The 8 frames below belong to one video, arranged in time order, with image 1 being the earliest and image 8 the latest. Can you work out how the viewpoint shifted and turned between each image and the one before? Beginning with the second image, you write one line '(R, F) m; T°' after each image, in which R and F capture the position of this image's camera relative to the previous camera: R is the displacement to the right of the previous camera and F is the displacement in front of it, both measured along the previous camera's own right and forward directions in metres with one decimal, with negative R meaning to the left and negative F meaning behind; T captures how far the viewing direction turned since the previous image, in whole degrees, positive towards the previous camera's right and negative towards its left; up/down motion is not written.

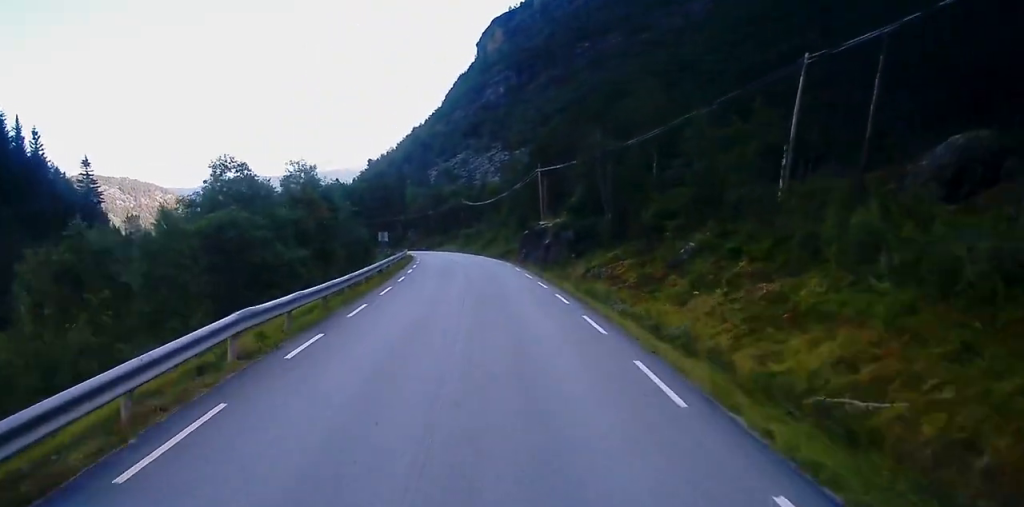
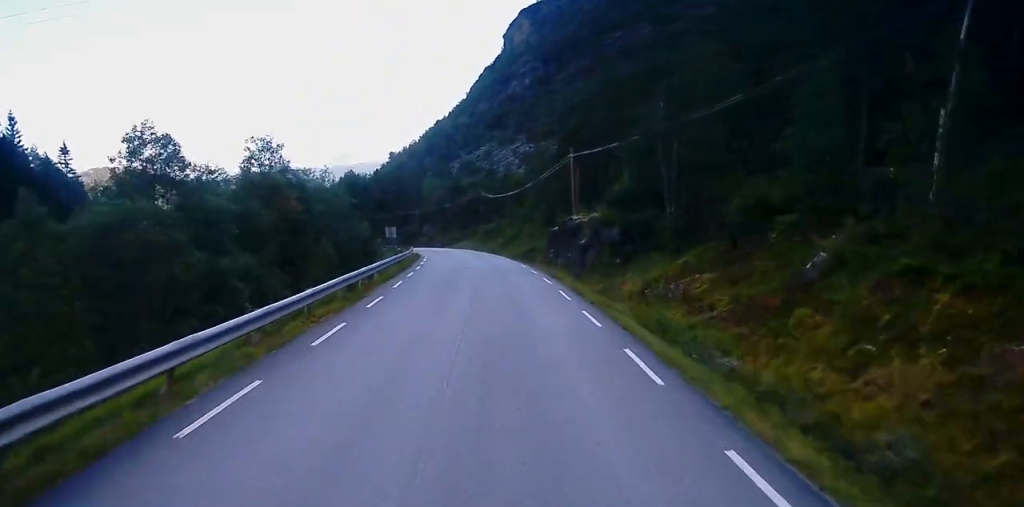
(-0.2, +10.8) m; -1°
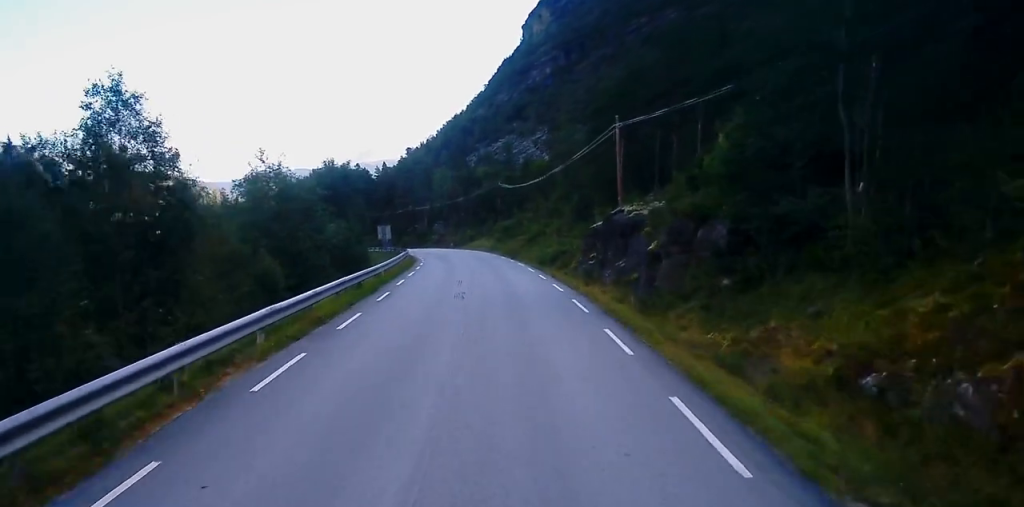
(0.0, +15.8) m; -1°
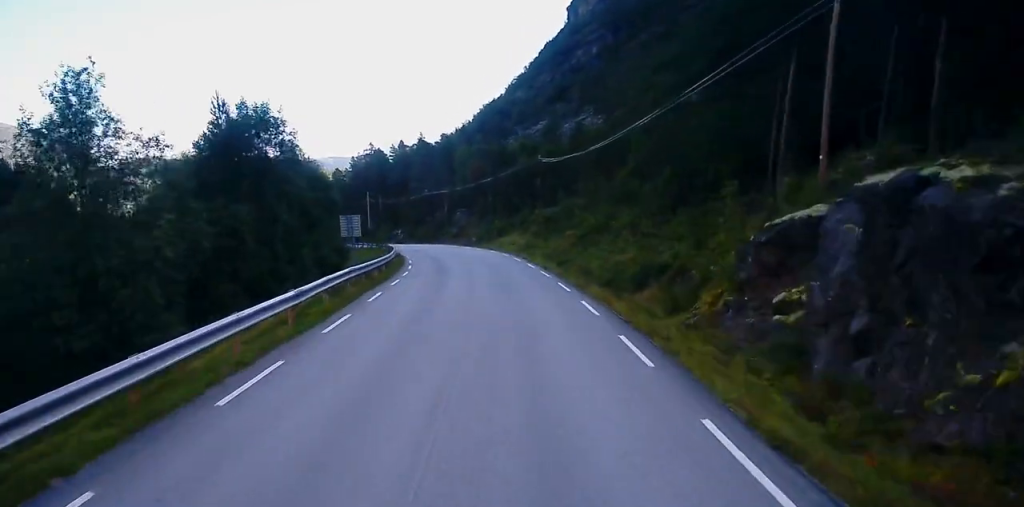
(-1.0, +25.1) m; -3°
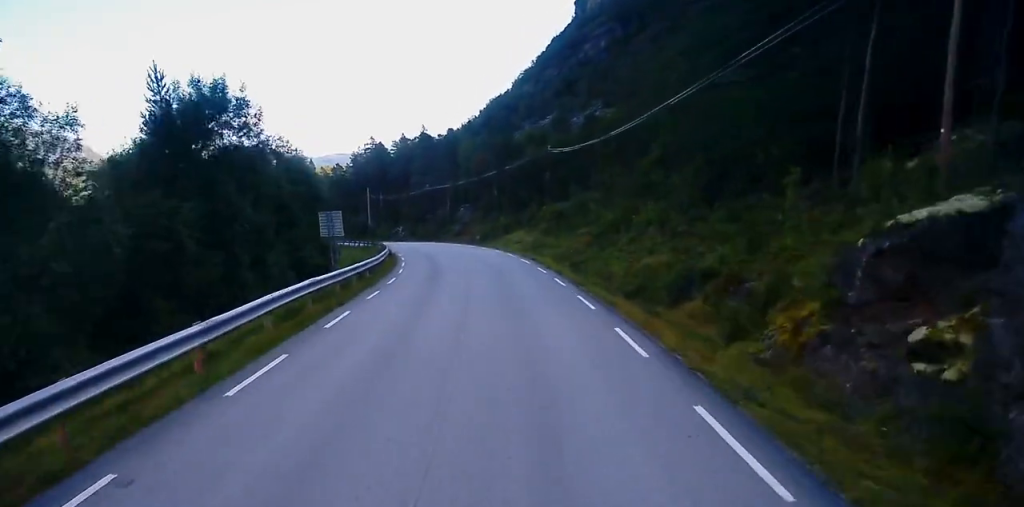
(0.0, +5.6) m; +1°
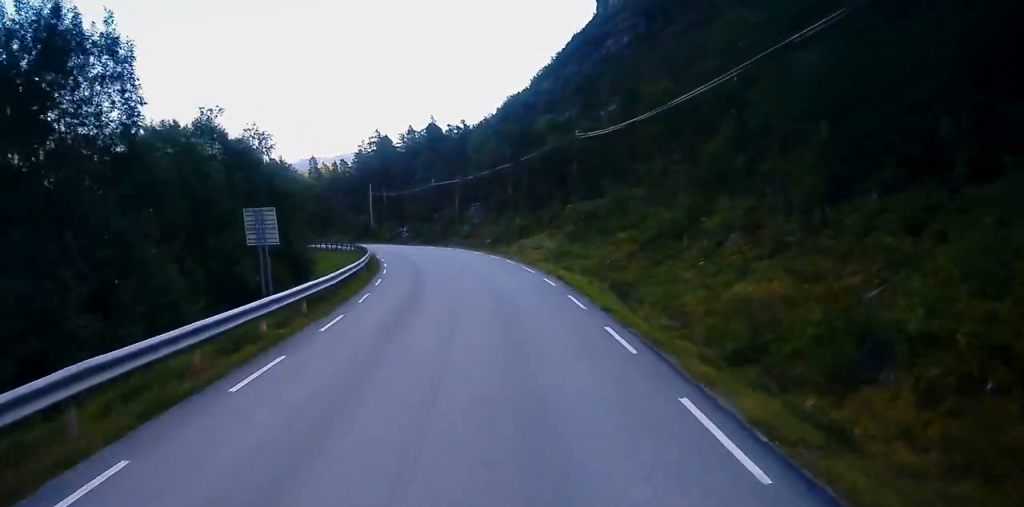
(+0.3, +11.7) m; -1°
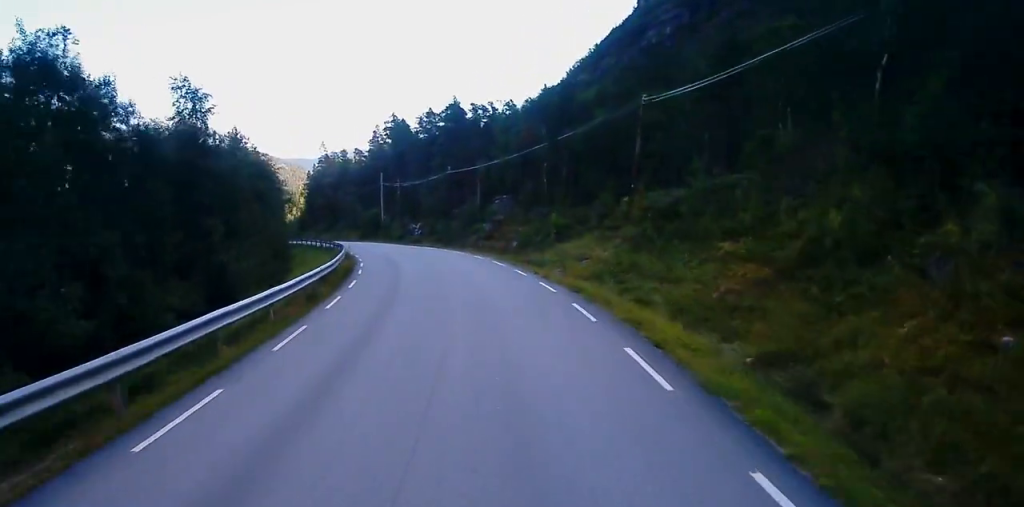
(-0.7, +15.0) m; -5°
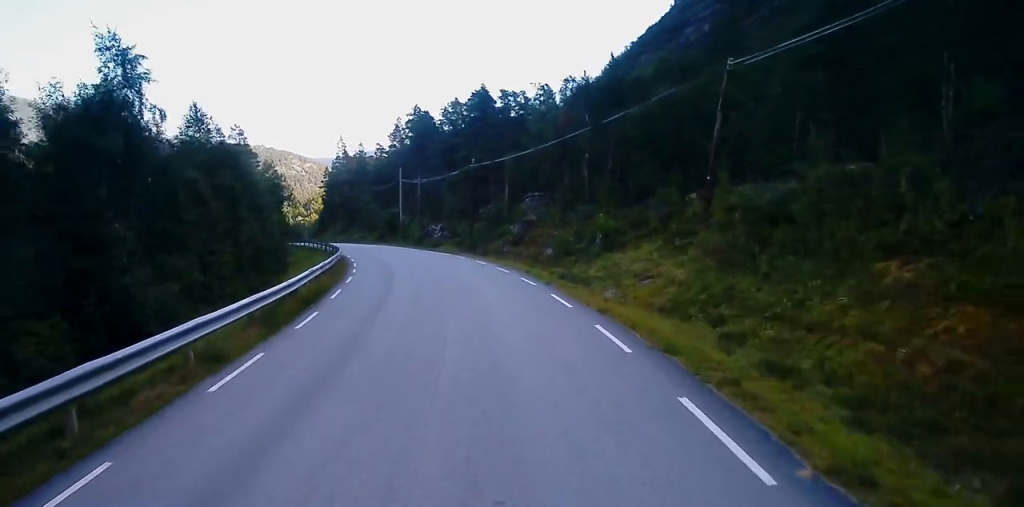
(-0.2, +9.6) m; -2°
